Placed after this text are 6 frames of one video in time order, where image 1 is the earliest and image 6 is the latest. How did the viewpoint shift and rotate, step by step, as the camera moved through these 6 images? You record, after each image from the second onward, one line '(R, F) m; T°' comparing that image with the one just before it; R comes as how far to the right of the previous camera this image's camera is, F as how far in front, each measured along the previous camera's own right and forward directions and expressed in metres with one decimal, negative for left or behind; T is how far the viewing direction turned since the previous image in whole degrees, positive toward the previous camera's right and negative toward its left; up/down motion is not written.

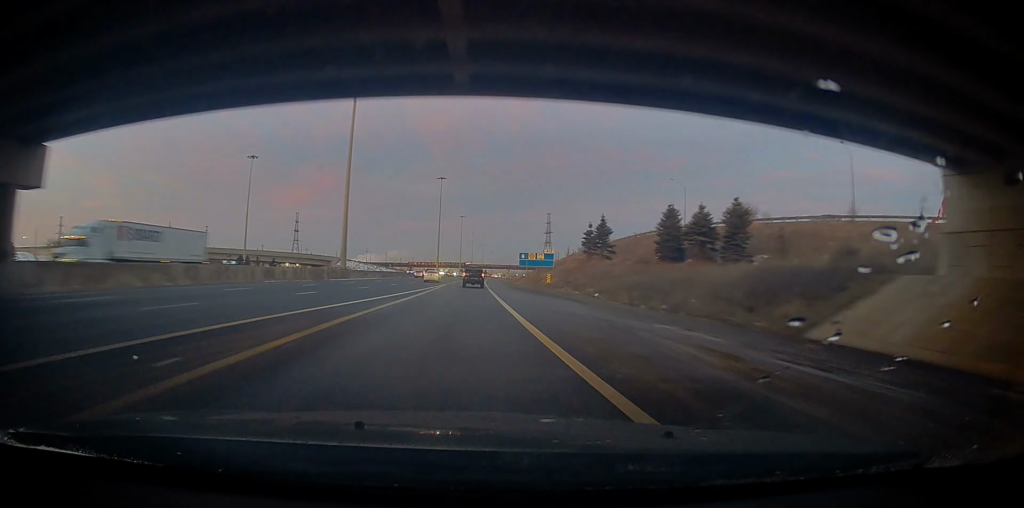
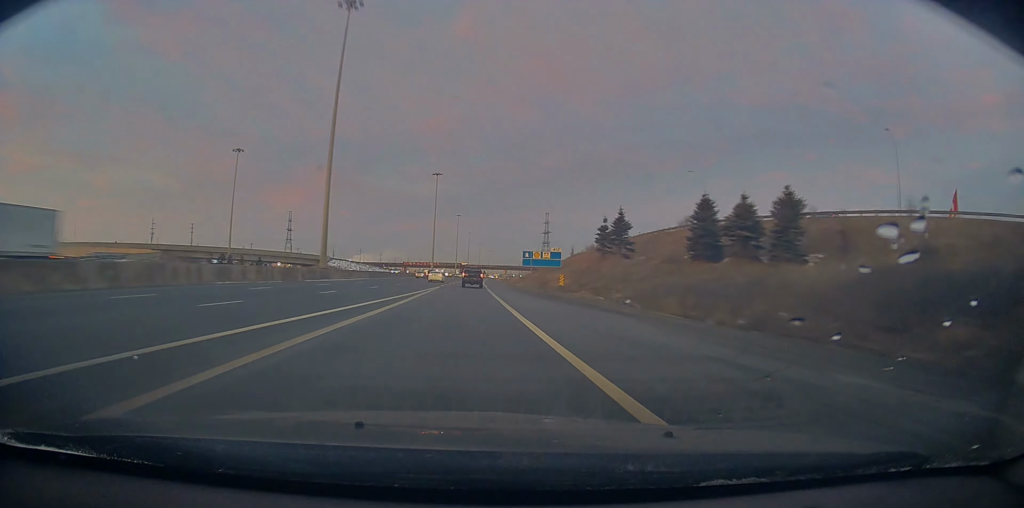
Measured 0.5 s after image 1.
(0.0, +9.4) m; +1°
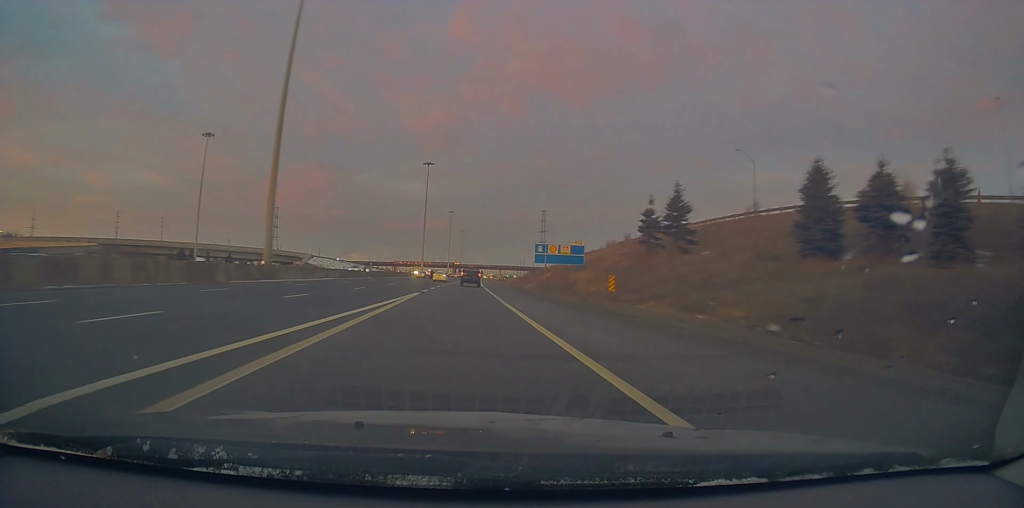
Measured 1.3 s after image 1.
(+0.5, +17.9) m; +4°
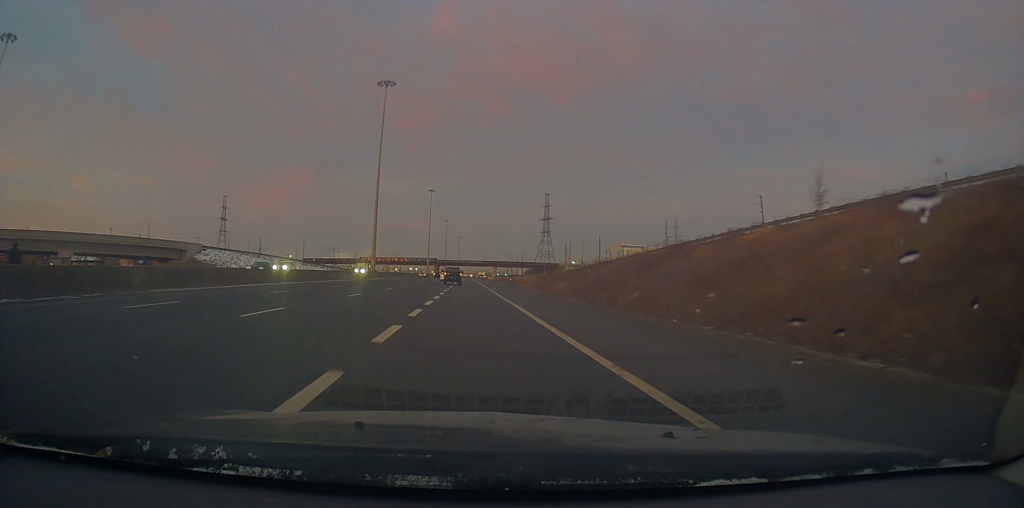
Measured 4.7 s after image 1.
(+2.9, +78.9) m; +2°
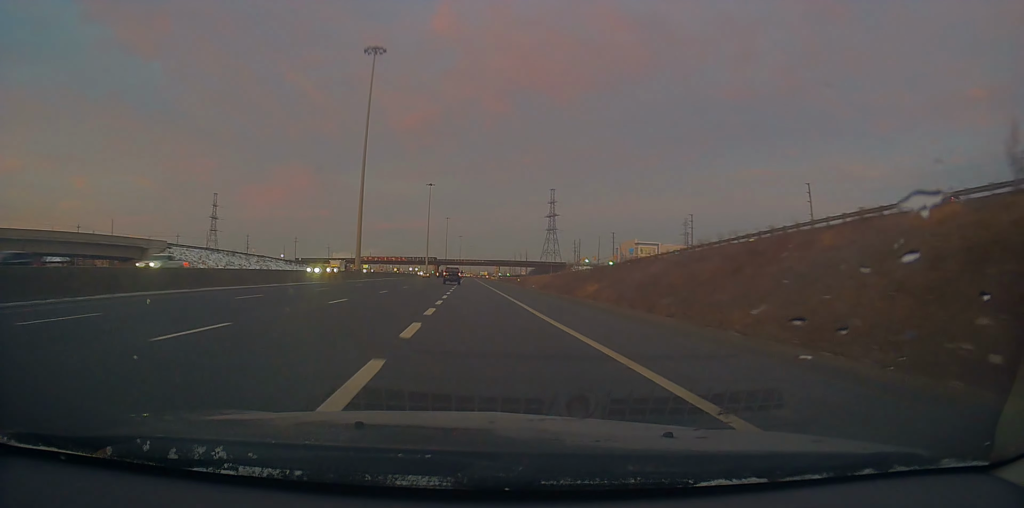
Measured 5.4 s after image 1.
(-0.2, +17.1) m; +1°
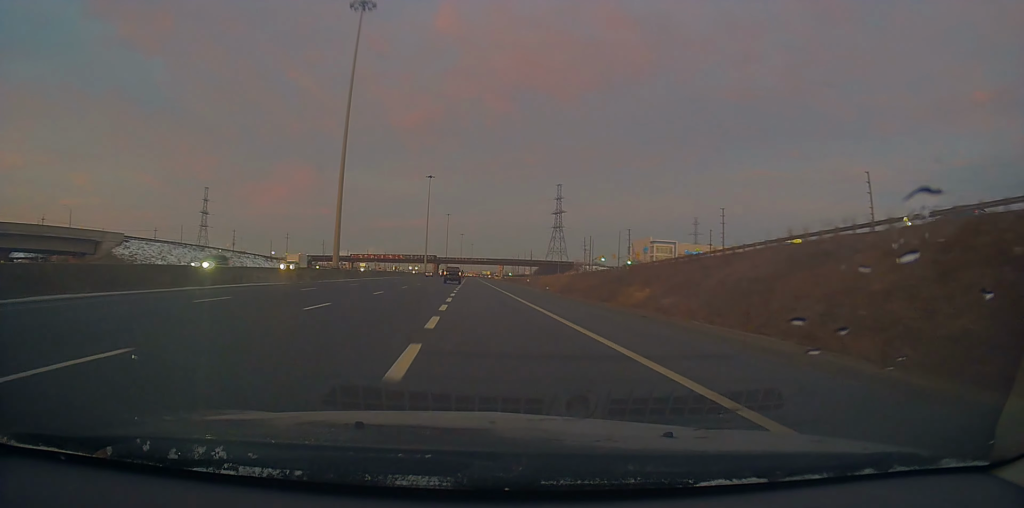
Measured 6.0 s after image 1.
(+0.7, +16.6) m; 0°
